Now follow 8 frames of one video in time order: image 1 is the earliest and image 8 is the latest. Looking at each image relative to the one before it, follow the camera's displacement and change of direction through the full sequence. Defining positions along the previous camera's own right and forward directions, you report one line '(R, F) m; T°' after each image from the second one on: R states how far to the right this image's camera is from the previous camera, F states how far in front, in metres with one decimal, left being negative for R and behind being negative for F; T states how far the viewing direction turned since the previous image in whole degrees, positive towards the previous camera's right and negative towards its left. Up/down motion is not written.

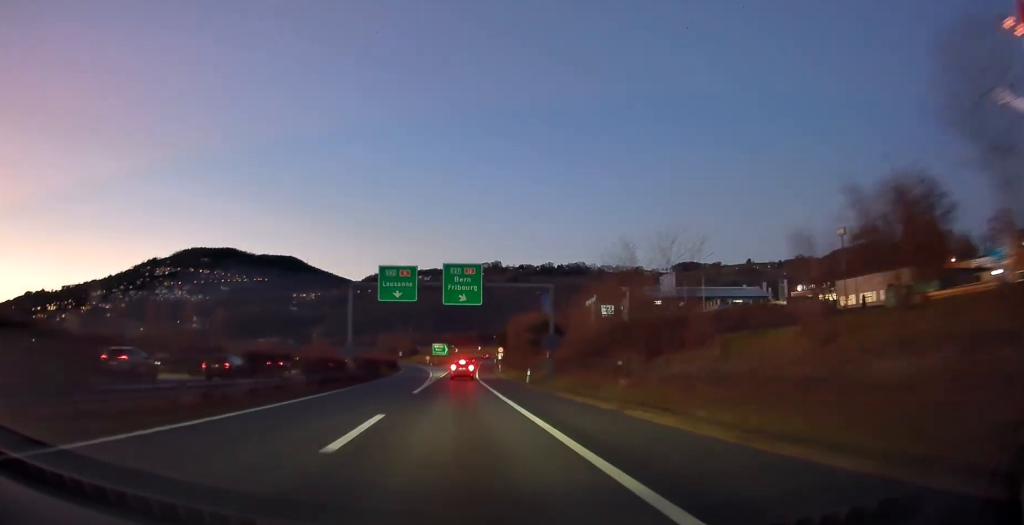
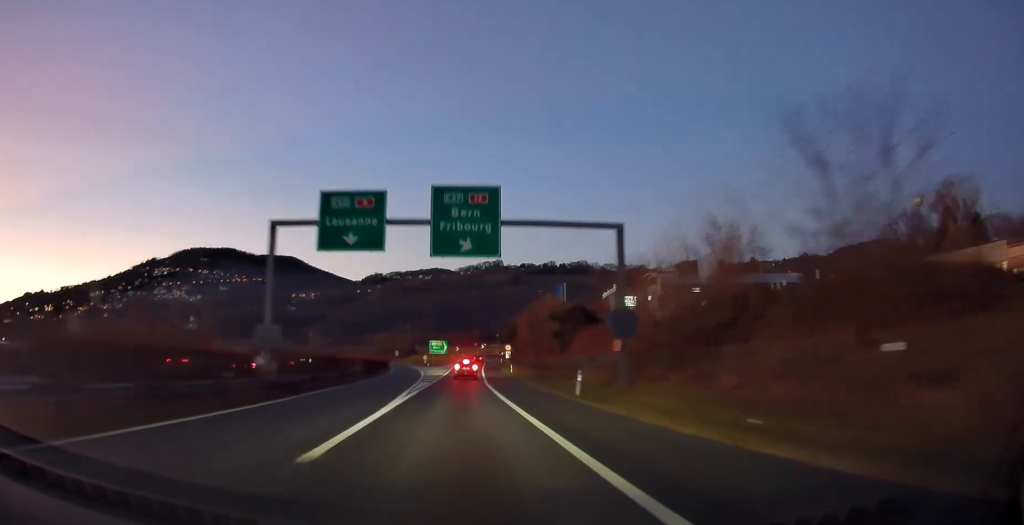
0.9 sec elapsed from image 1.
(-0.1, +19.4) m; 0°
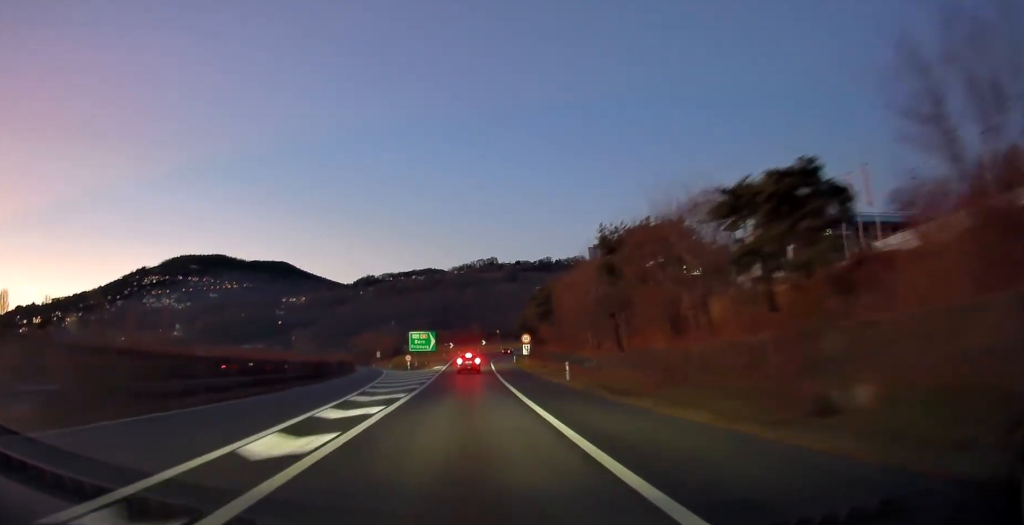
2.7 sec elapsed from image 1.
(-0.1, +41.1) m; -1°
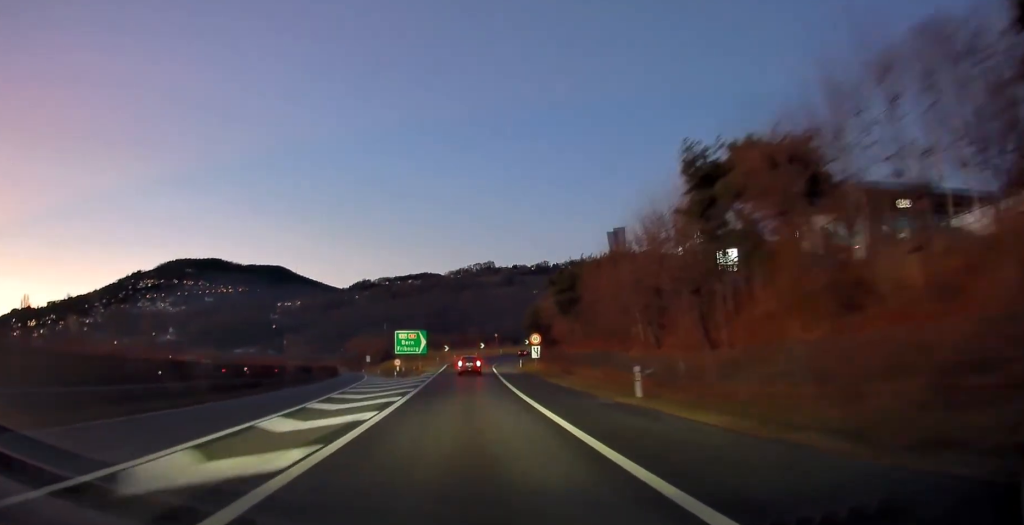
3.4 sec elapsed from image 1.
(-0.3, +13.7) m; -1°
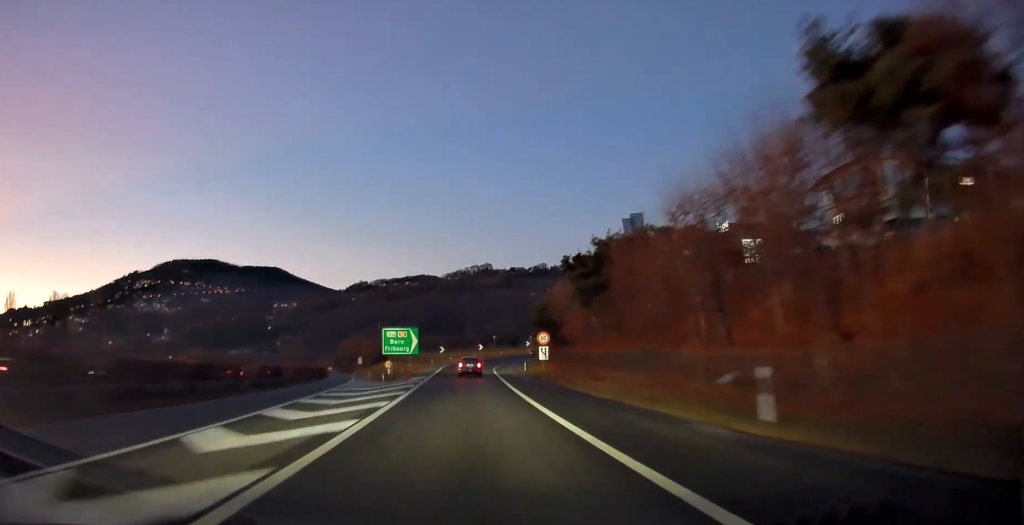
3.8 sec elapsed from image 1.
(+0.1, +9.3) m; +1°
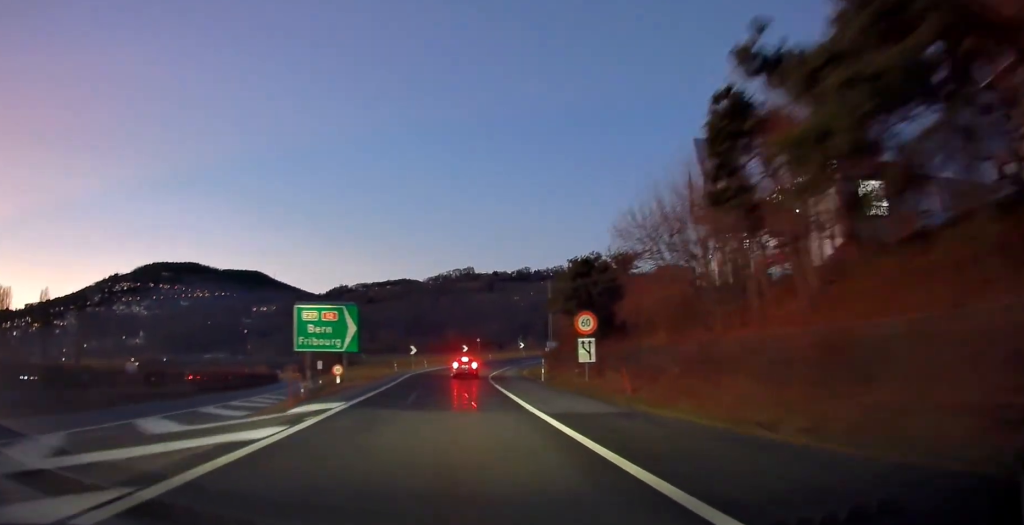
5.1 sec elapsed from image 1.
(+0.5, +27.5) m; +2°
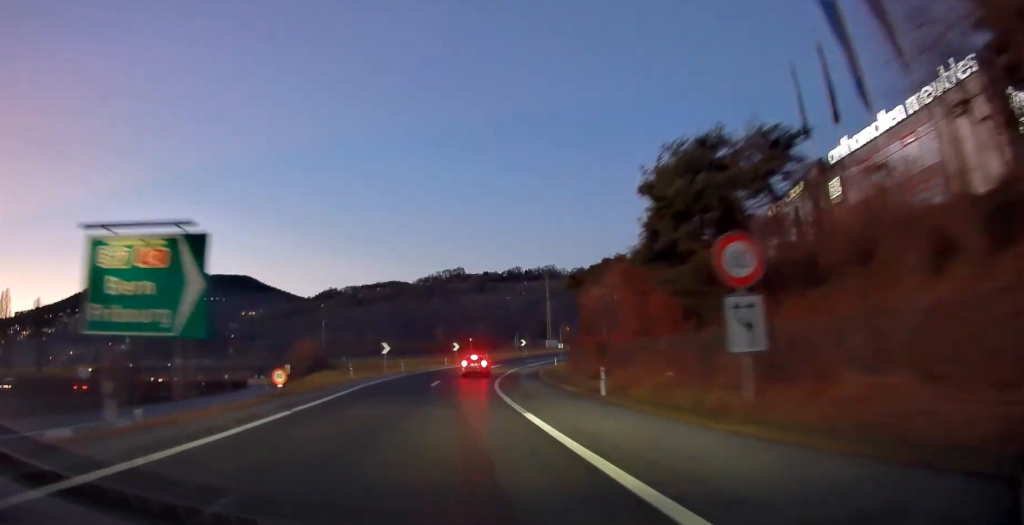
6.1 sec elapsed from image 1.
(+0.1, +20.0) m; +1°
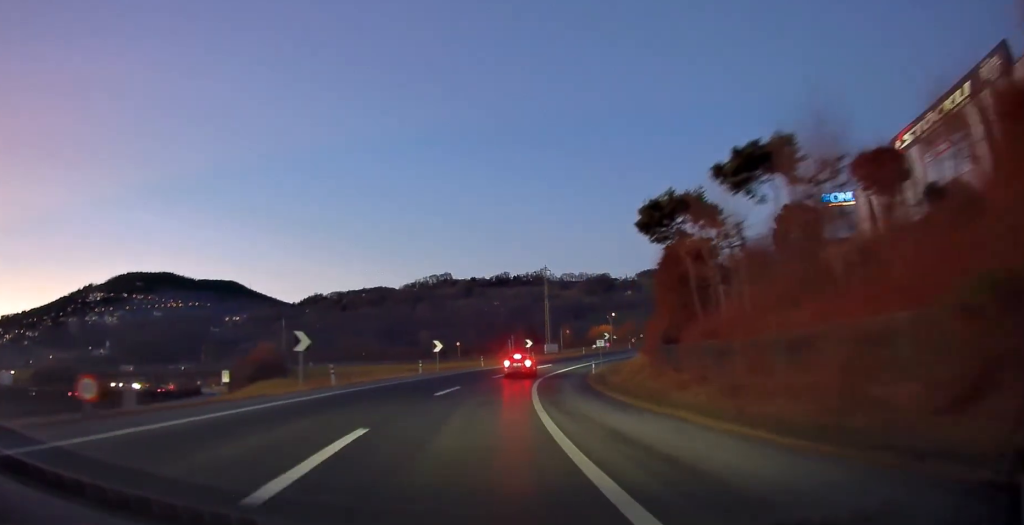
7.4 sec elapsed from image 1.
(+0.2, +26.2) m; +1°
